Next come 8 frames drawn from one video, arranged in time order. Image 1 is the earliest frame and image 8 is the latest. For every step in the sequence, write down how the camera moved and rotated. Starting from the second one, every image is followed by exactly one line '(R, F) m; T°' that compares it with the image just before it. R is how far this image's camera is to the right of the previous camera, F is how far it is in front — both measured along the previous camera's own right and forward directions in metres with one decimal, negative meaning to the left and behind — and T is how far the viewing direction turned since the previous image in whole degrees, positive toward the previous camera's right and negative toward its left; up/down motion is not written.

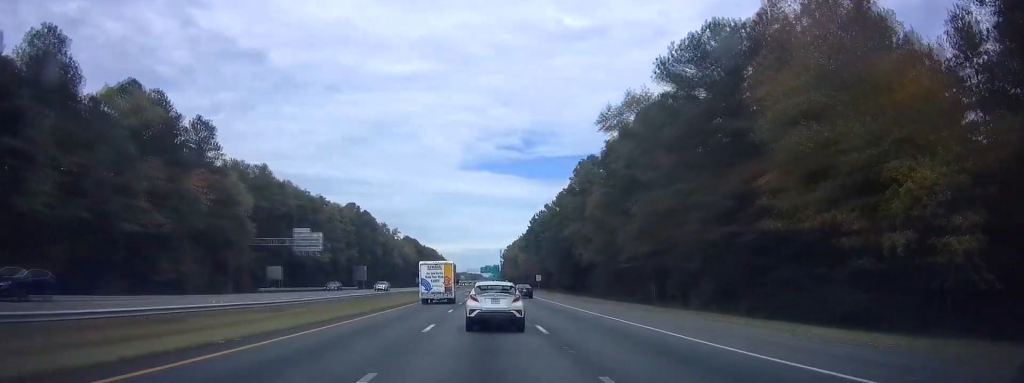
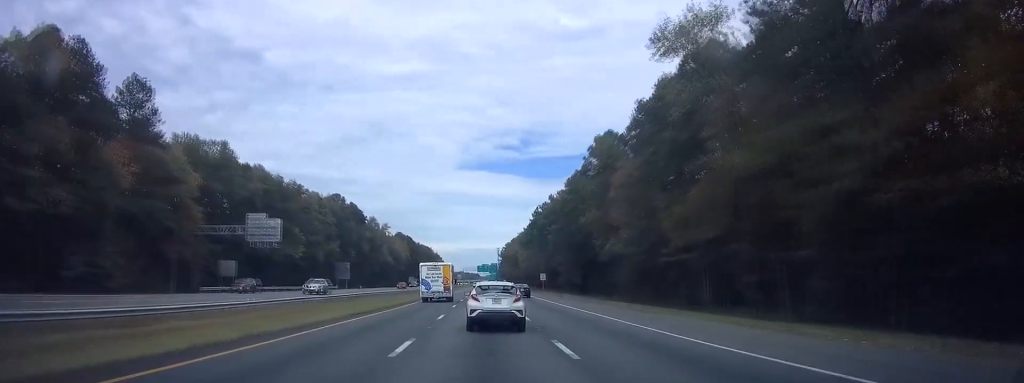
(0.0, +18.1) m; 0°
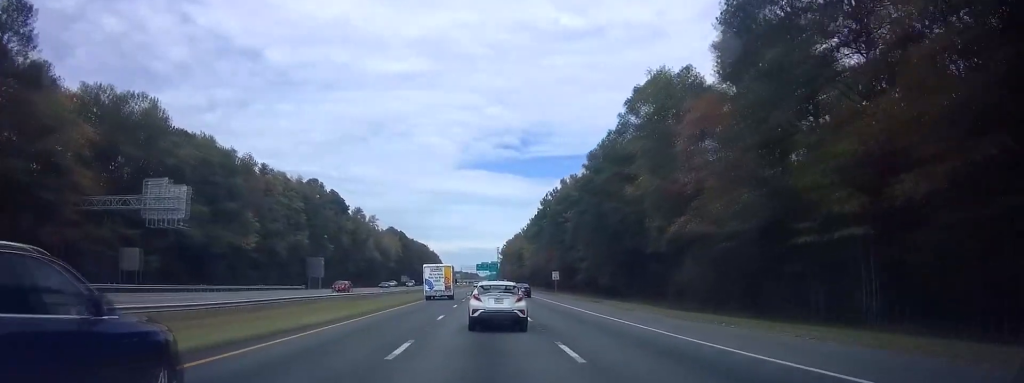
(0.0, +24.8) m; 0°
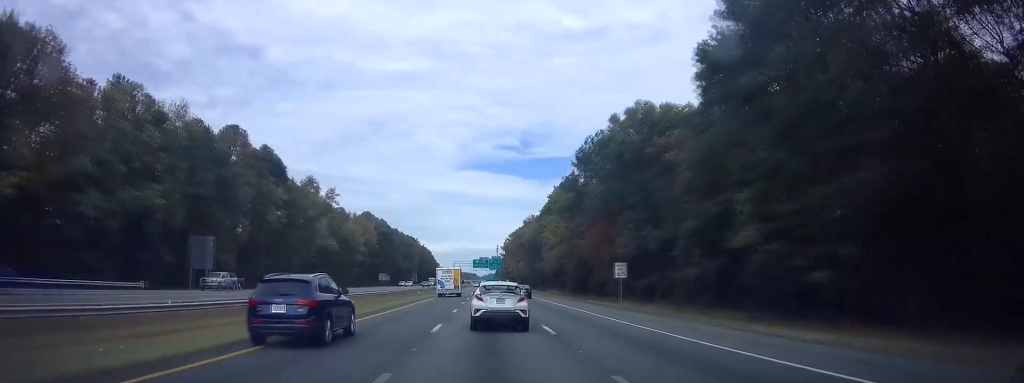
(+0.1, +54.0) m; +1°
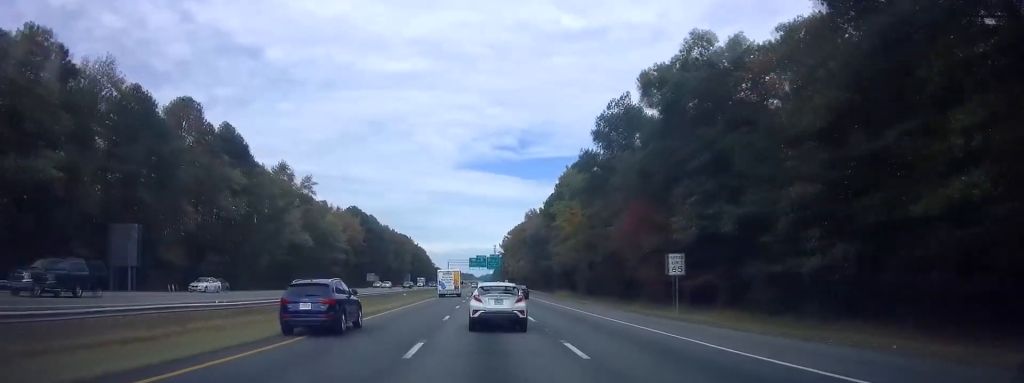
(+0.1, +17.9) m; 0°
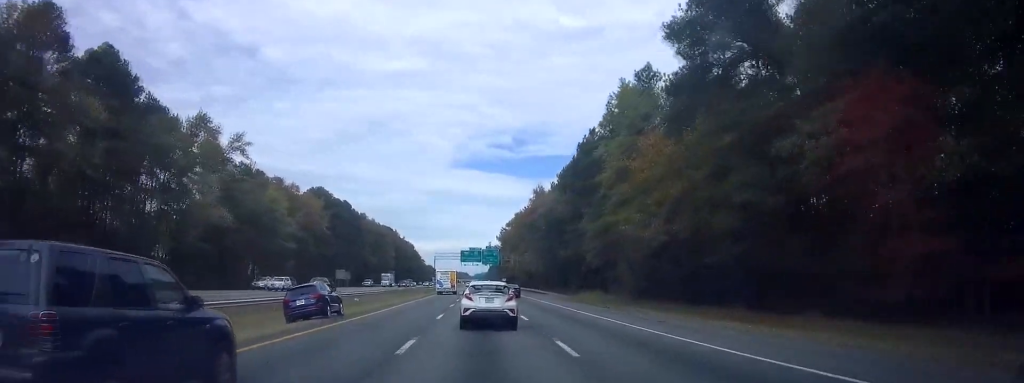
(+0.2, +35.7) m; 0°
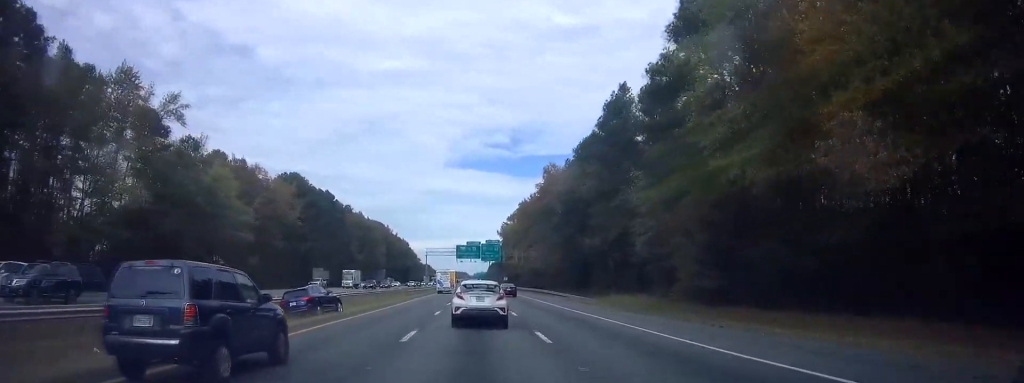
(-0.2, +21.2) m; 0°
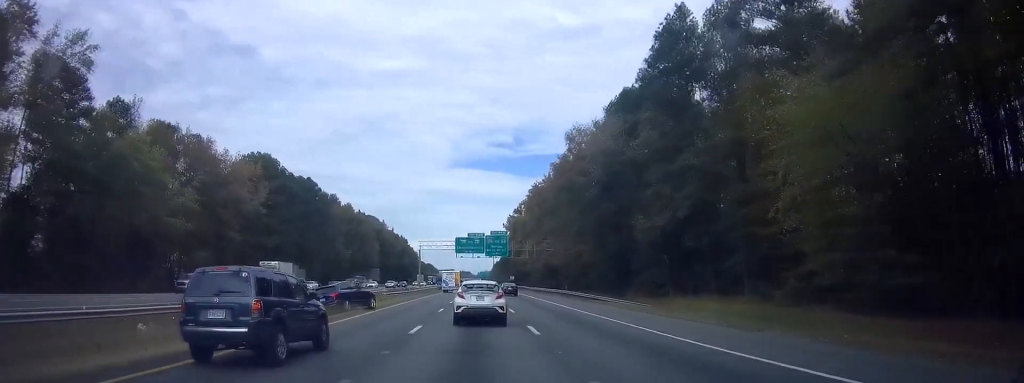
(-0.1, +21.3) m; 0°
